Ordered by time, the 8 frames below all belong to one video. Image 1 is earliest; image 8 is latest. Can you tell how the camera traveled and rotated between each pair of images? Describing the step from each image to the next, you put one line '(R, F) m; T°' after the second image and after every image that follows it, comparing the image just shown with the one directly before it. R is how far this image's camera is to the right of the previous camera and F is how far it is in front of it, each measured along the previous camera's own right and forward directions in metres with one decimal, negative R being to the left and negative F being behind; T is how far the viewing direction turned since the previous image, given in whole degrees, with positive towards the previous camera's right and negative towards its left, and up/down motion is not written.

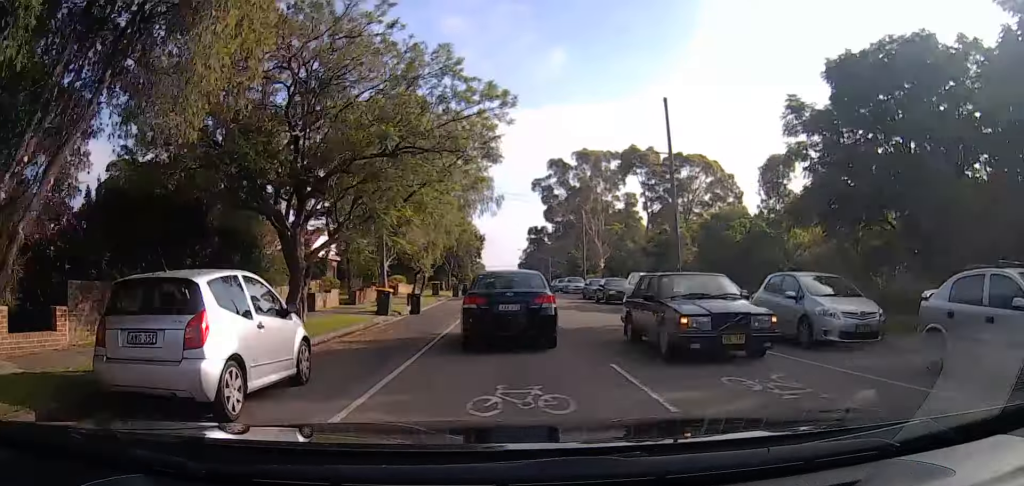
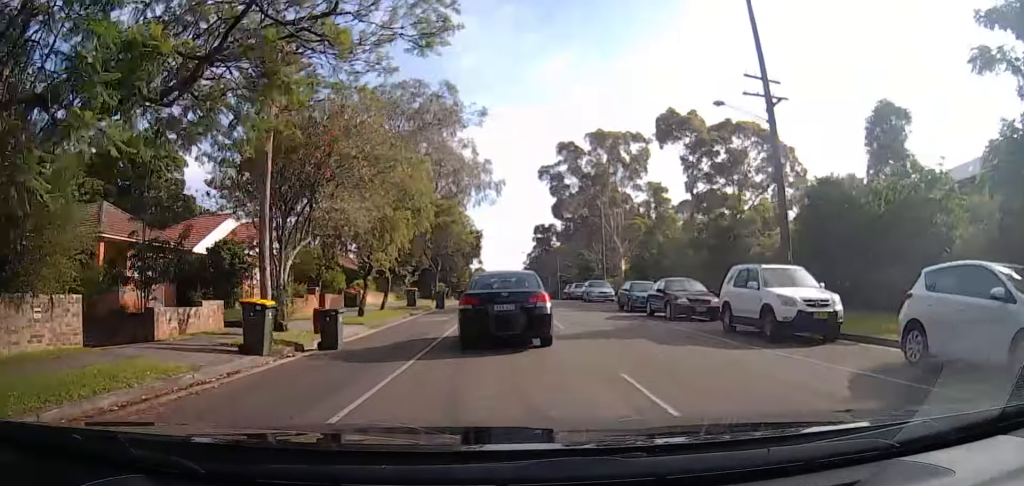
(-0.4, +10.1) m; -4°
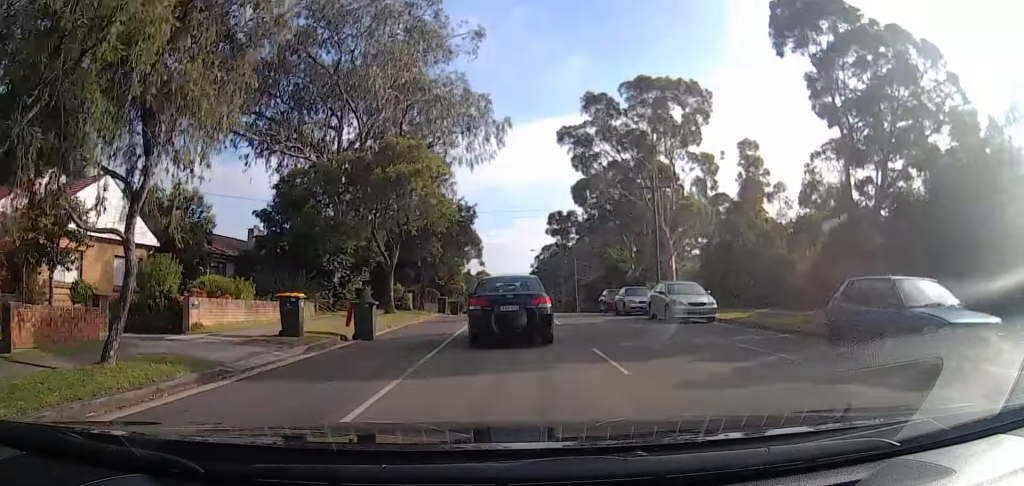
(-0.1, +14.9) m; +1°
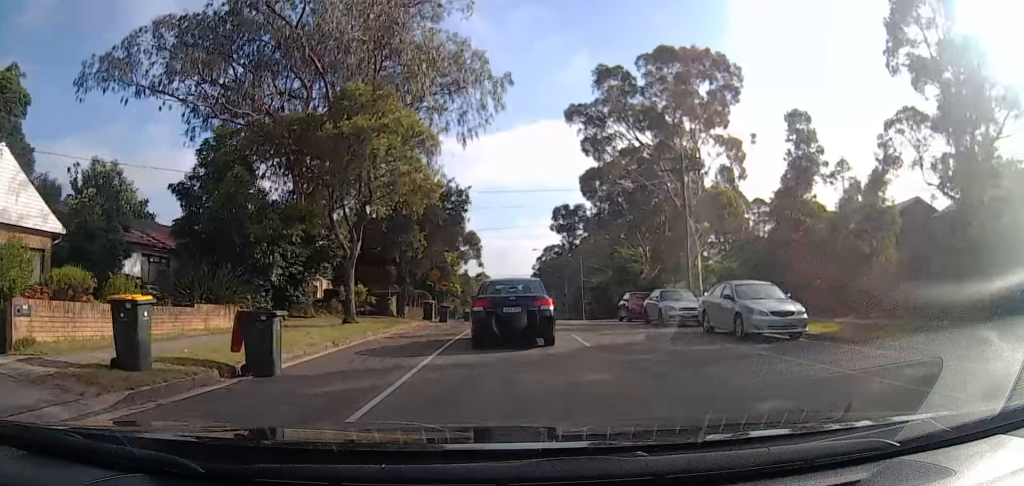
(+0.1, +5.5) m; +1°
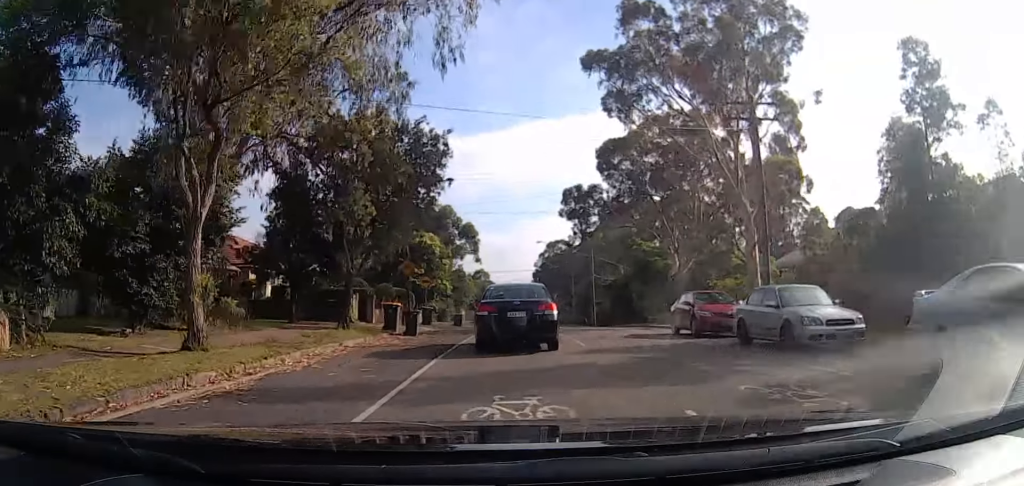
(0.0, +10.5) m; -1°
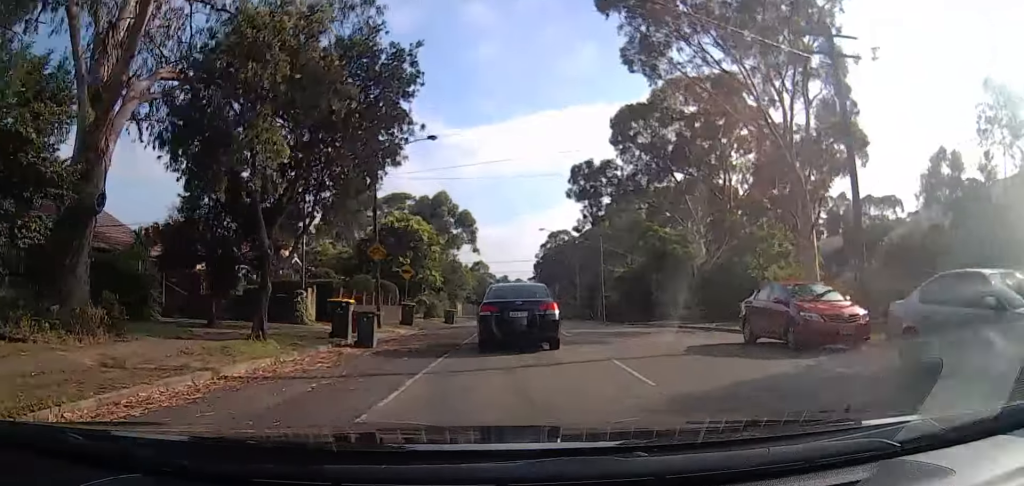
(-0.1, +7.1) m; 0°
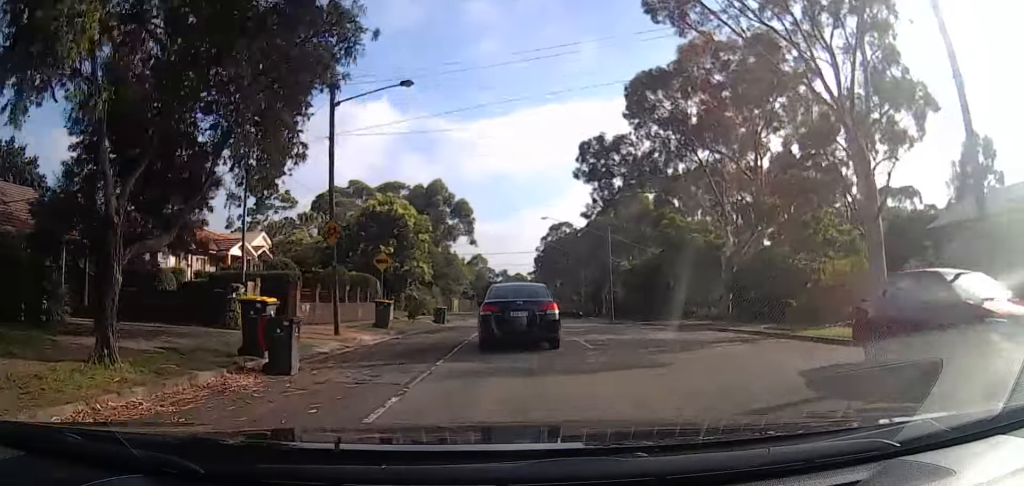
(0.0, +6.1) m; 0°
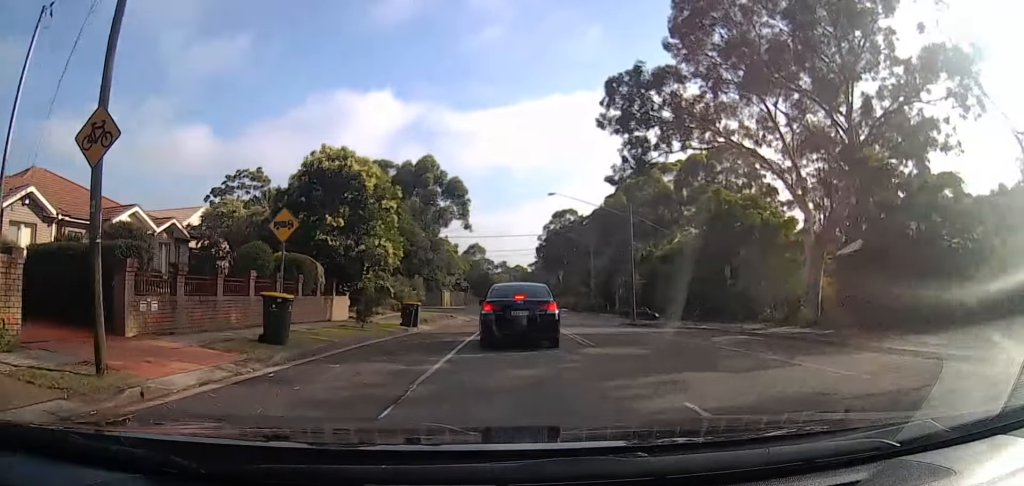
(0.0, +12.9) m; 0°
